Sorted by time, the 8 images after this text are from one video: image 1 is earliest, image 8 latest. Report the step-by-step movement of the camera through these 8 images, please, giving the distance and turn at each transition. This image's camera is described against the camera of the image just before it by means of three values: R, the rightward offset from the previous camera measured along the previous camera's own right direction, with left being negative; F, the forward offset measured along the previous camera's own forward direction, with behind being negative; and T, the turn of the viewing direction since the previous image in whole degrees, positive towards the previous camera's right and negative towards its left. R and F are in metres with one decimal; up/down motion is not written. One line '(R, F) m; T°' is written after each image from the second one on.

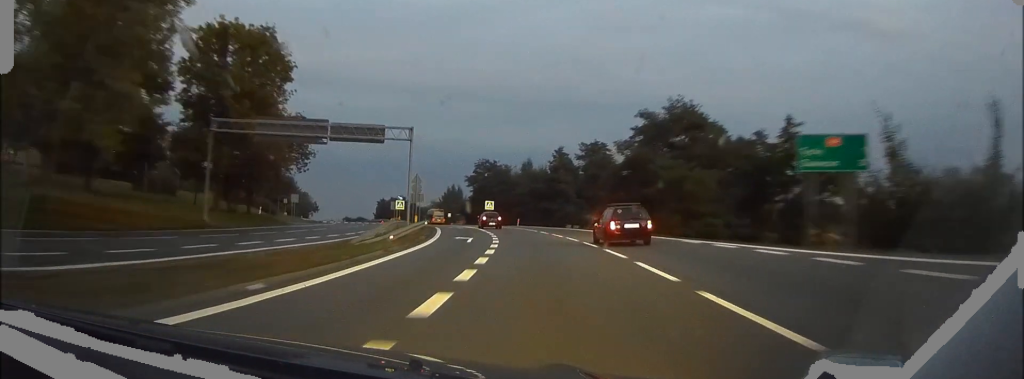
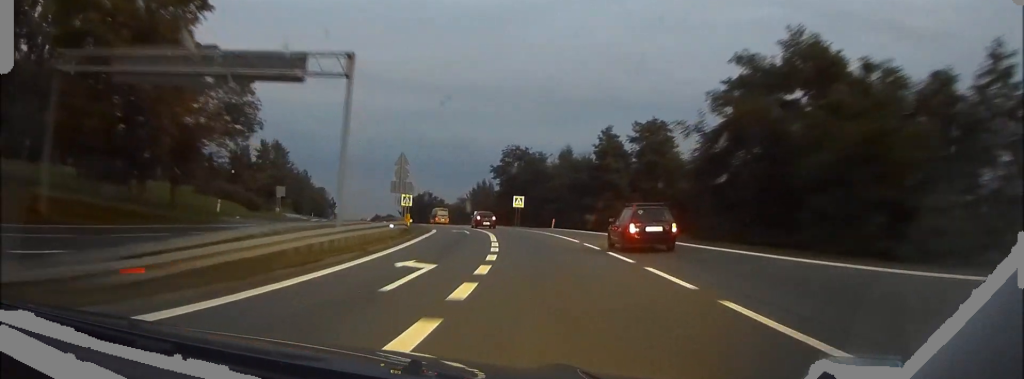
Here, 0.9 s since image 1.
(-0.6, +20.1) m; -3°
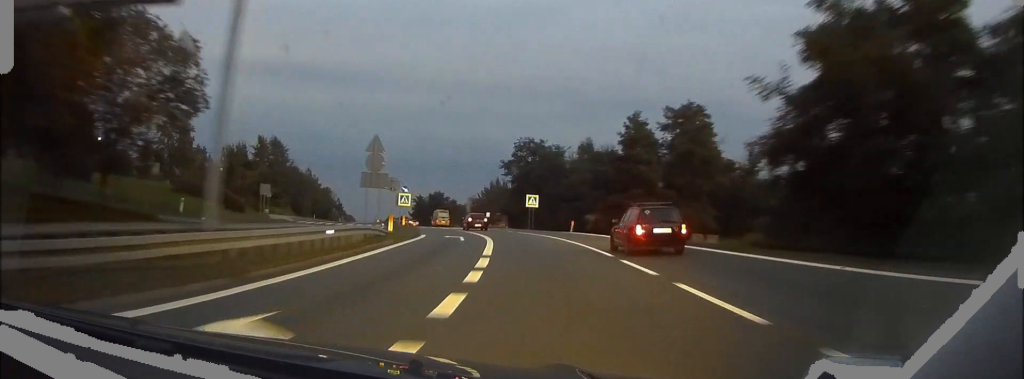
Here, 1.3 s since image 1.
(0.0, +10.1) m; -2°
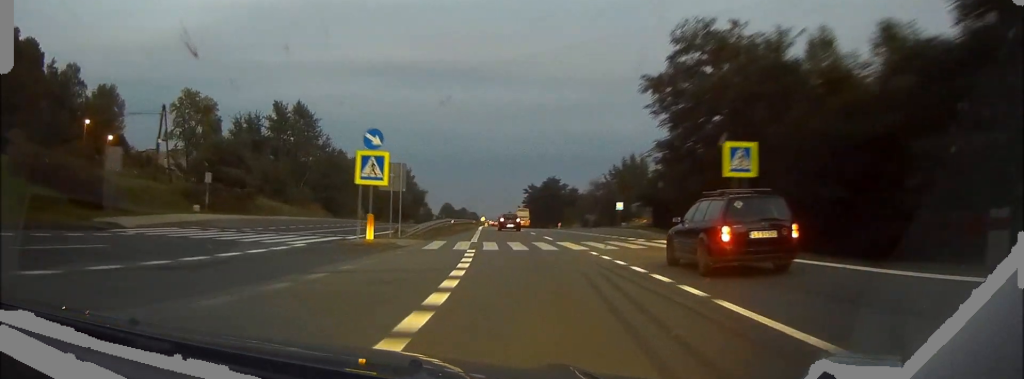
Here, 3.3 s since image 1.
(-5.1, +47.0) m; -11°
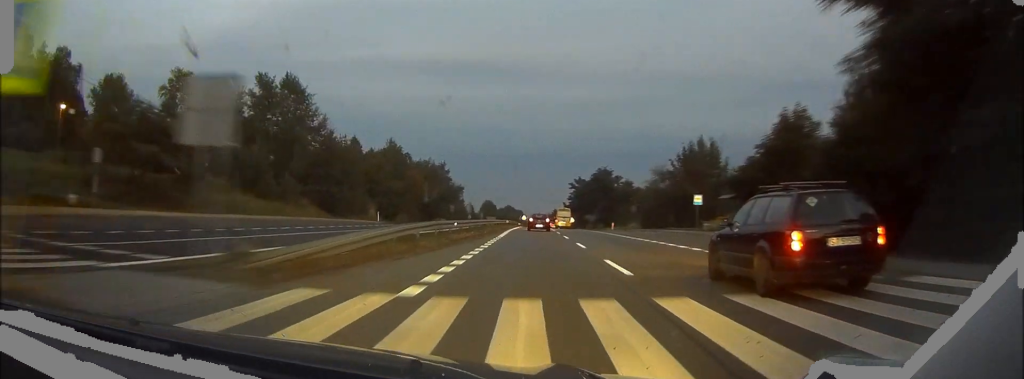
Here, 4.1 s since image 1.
(-0.1, +20.0) m; -2°
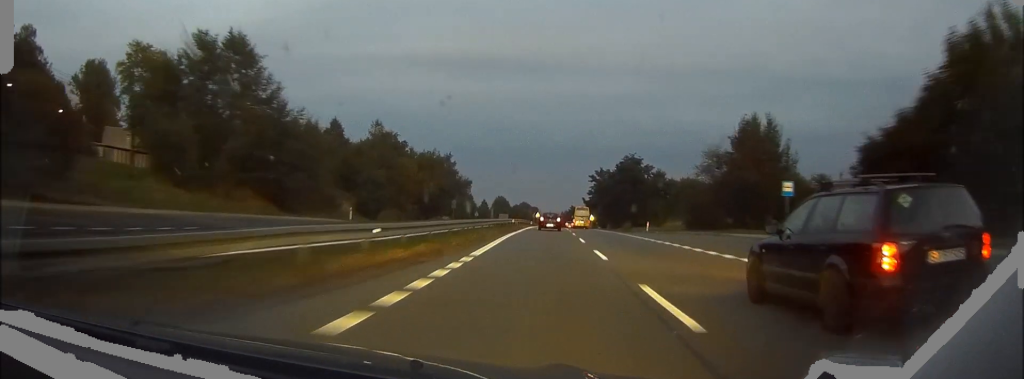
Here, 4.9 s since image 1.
(-0.5, +18.6) m; -2°
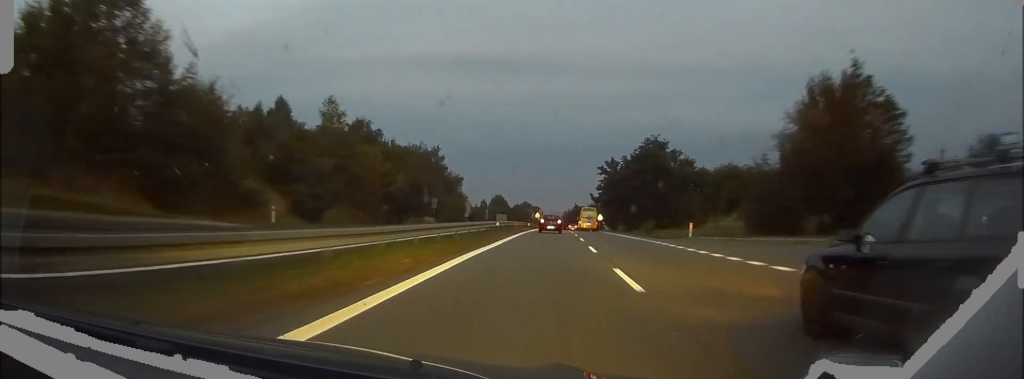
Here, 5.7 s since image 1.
(-0.4, +20.4) m; -1°
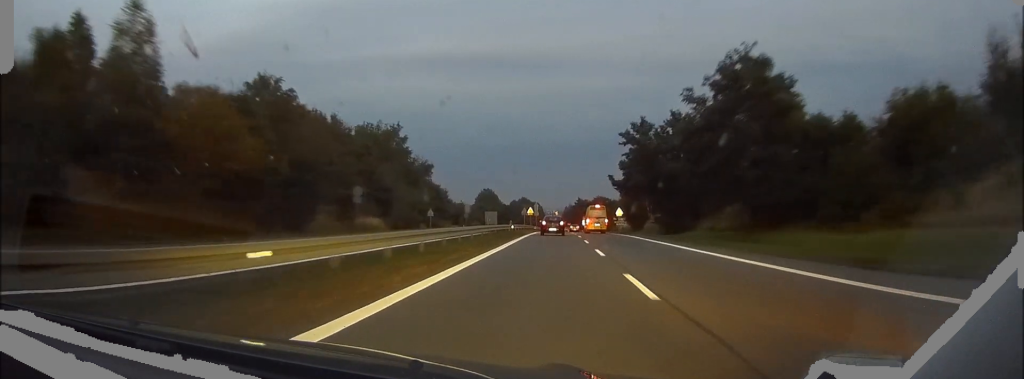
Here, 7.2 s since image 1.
(0.0, +37.0) m; 0°
